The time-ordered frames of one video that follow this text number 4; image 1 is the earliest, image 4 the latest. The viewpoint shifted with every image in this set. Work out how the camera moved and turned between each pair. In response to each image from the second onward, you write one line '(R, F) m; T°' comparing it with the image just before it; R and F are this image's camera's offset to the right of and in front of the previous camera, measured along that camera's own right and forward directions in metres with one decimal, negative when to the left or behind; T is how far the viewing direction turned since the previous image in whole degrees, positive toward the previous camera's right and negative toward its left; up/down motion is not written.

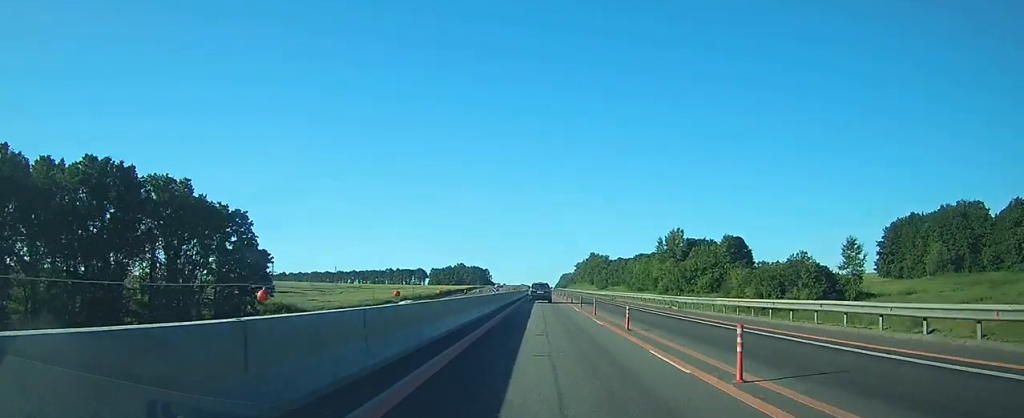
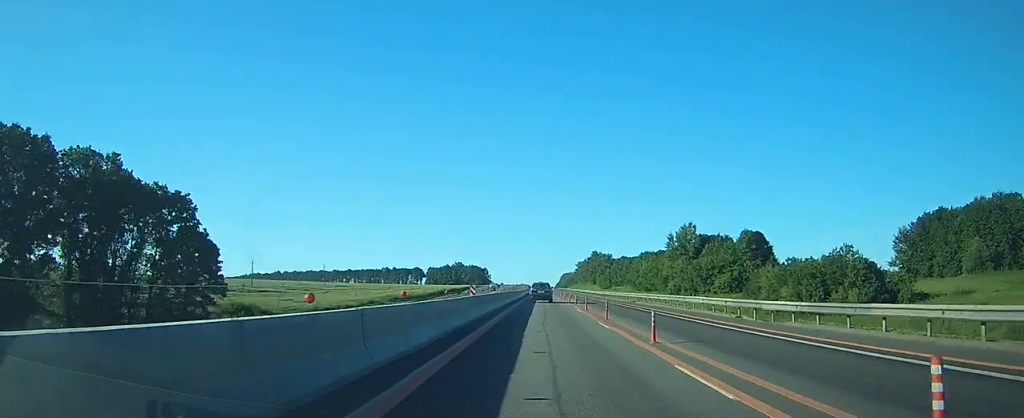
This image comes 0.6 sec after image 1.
(0.0, +13.9) m; 0°
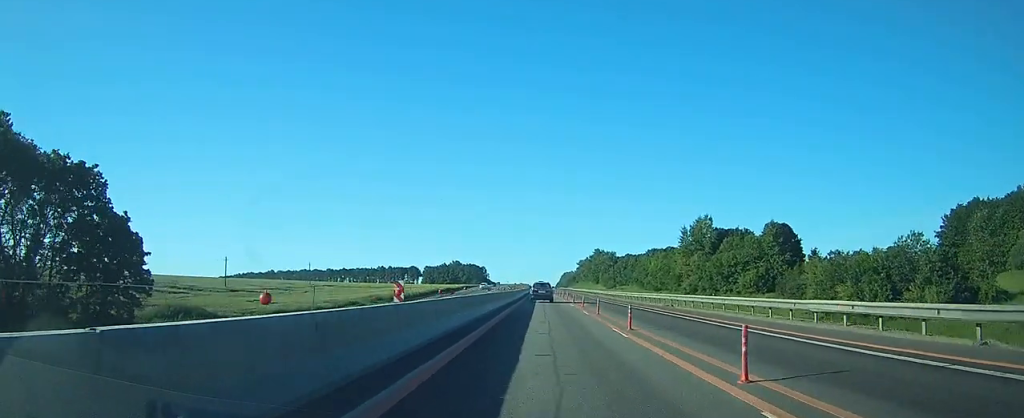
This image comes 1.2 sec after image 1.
(0.0, +15.5) m; 0°
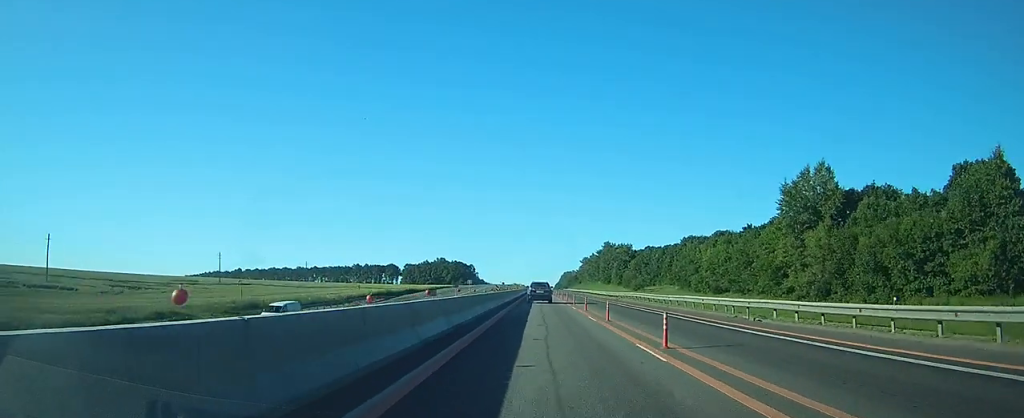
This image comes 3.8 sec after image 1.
(0.0, +64.1) m; 0°
